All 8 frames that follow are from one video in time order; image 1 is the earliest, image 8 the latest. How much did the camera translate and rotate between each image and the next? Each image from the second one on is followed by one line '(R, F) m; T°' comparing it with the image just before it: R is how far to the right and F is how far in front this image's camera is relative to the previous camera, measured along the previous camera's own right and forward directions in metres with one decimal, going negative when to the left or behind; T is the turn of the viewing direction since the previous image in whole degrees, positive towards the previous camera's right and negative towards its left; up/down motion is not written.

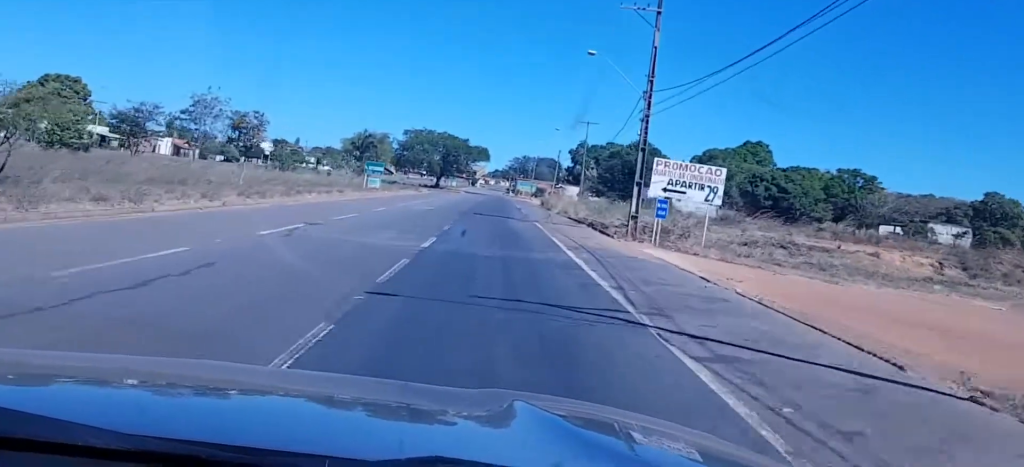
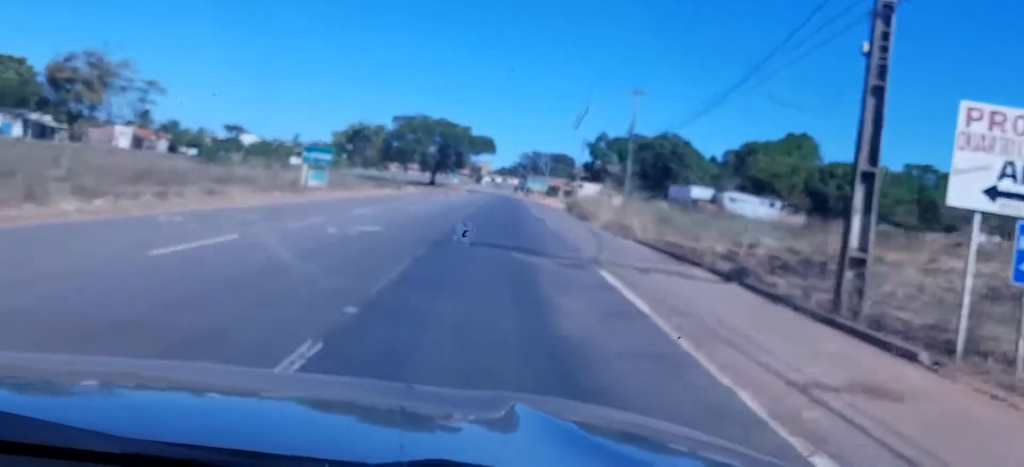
(+0.1, +24.6) m; 0°
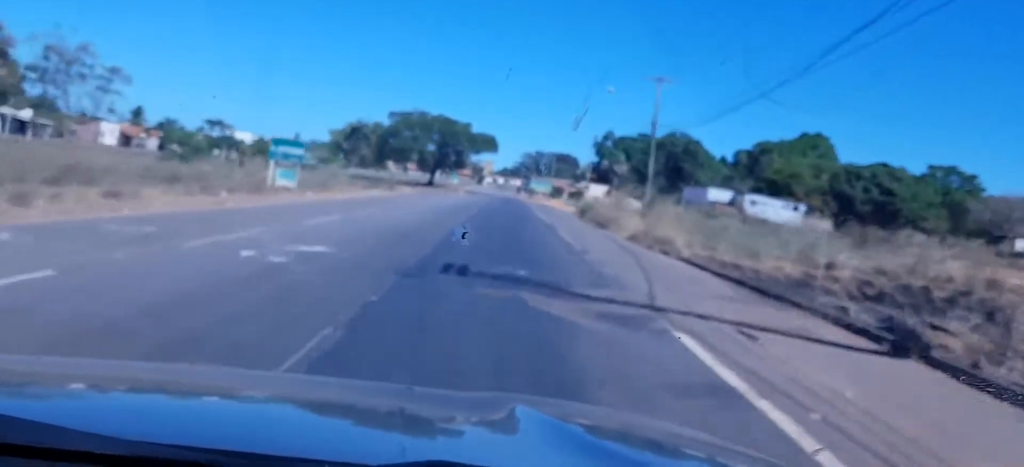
(0.0, +7.9) m; 0°
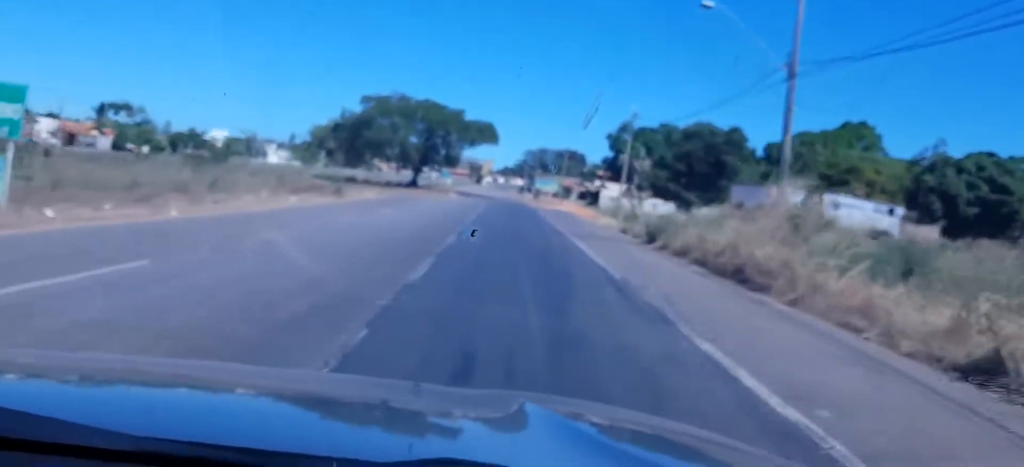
(0.0, +25.0) m; 0°
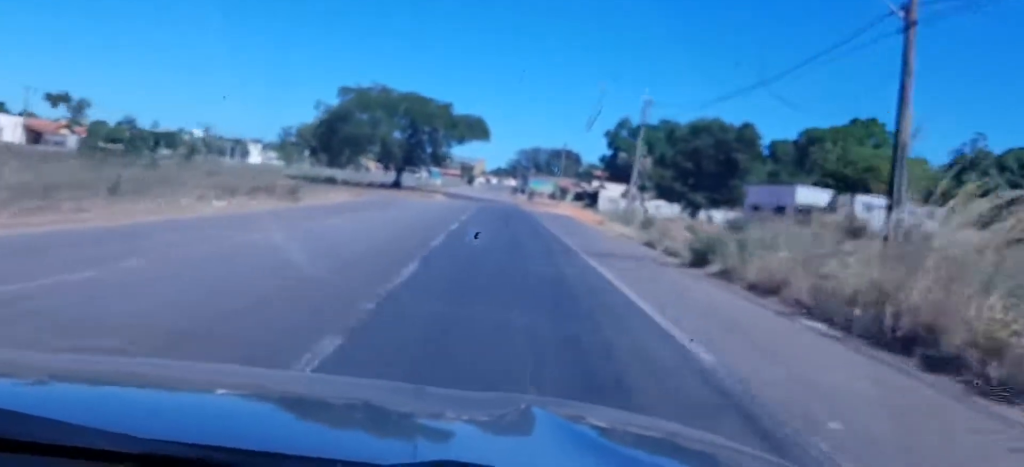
(0.0, +9.3) m; 0°
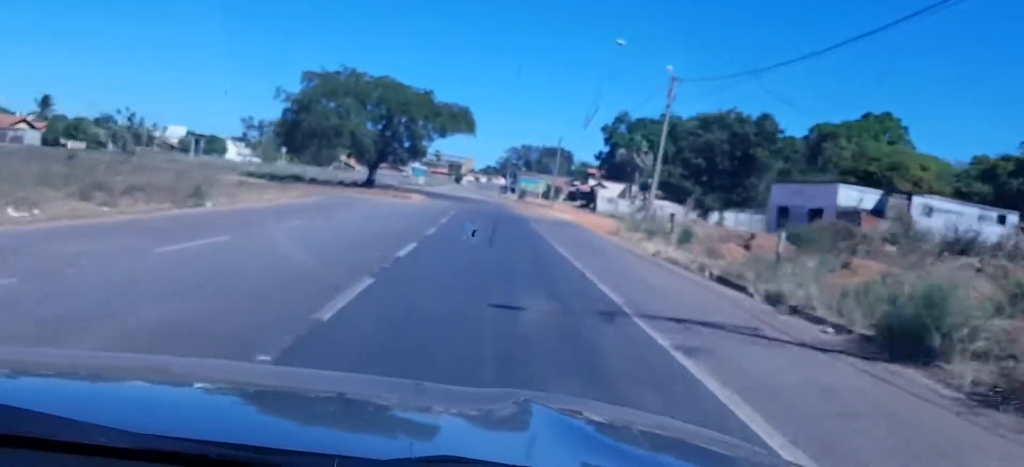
(0.0, +11.4) m; 0°
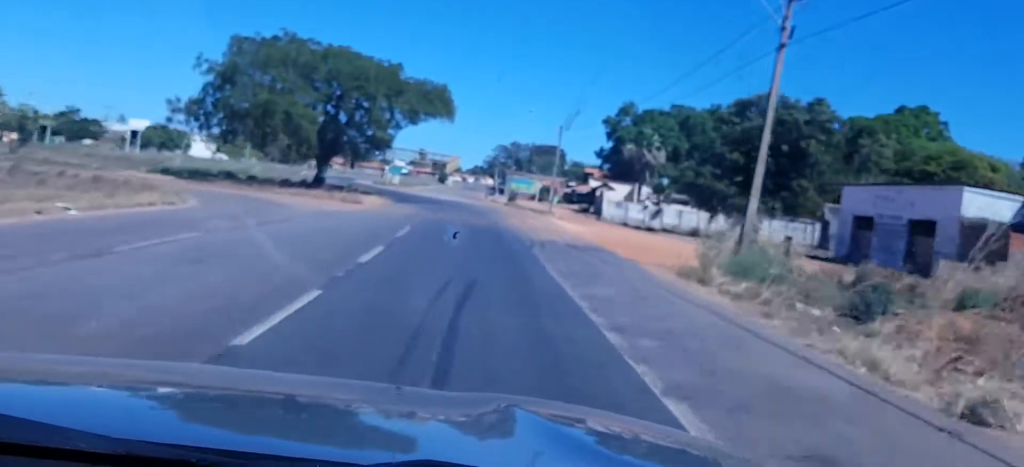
(0.0, +17.8) m; 0°
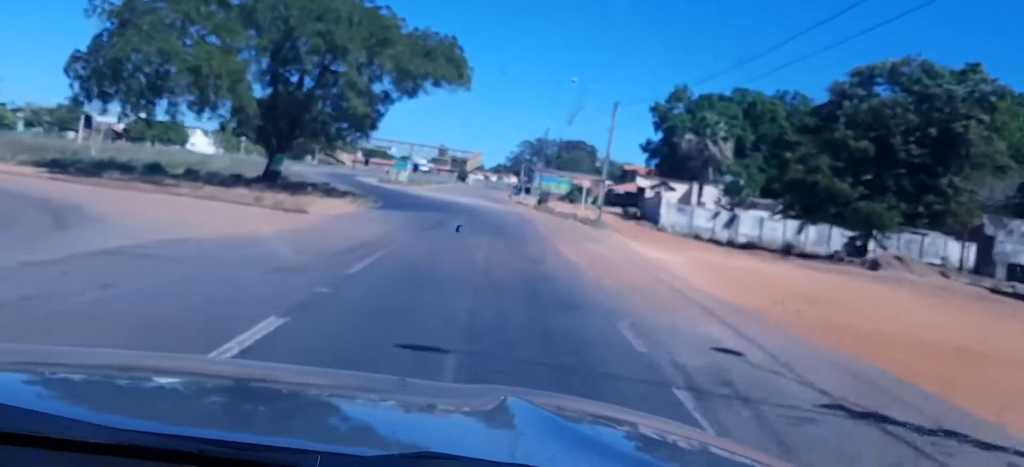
(0.0, +19.8) m; -1°
